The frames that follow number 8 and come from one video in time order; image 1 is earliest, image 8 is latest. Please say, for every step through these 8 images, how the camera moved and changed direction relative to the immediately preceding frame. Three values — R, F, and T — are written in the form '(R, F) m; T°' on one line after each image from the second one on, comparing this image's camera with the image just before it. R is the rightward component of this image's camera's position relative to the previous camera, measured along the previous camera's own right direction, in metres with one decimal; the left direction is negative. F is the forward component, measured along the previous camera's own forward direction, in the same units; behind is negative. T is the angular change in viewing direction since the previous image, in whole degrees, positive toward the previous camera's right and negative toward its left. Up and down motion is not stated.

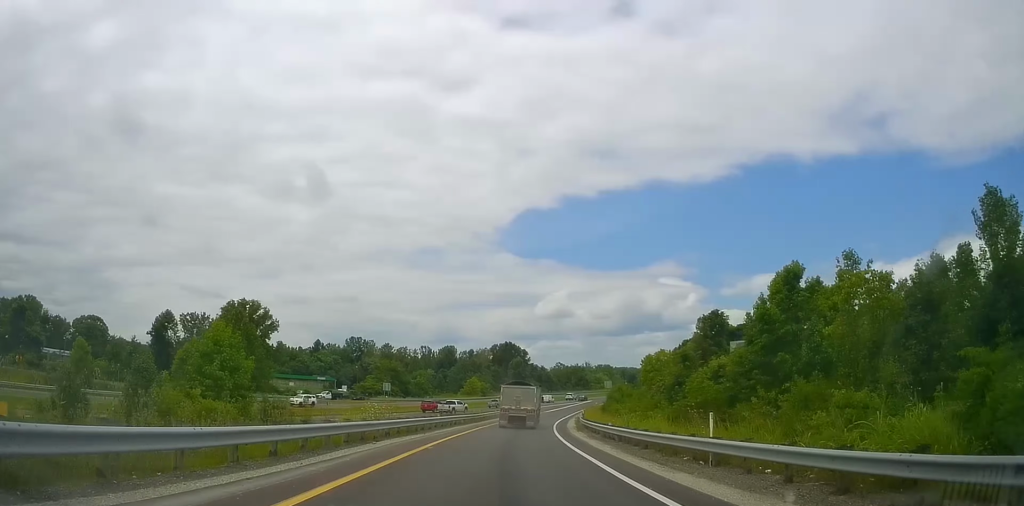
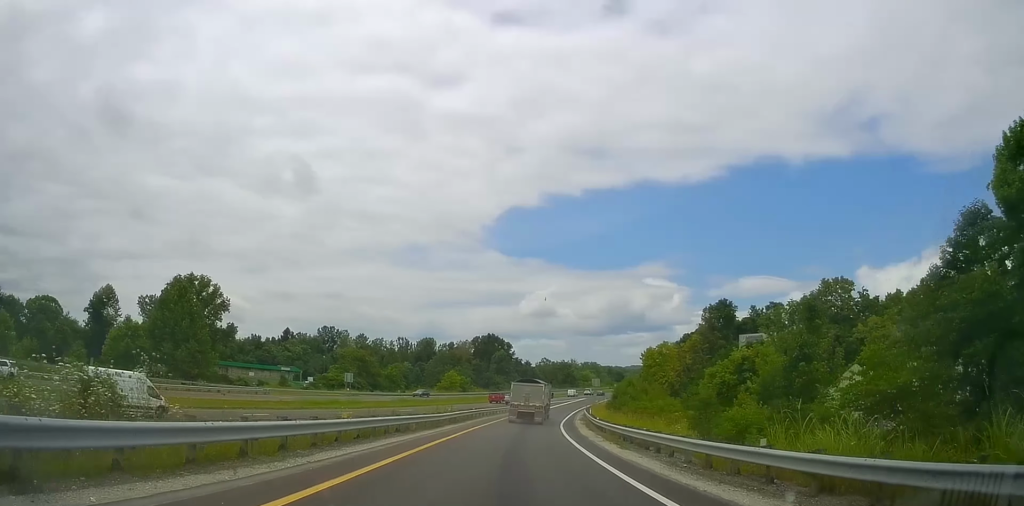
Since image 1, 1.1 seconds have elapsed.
(+0.6, +19.4) m; +2°
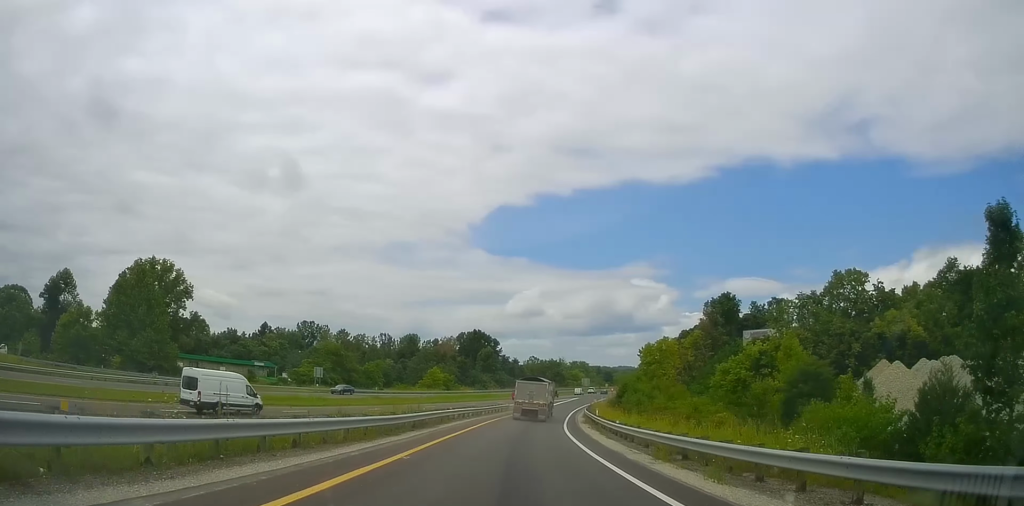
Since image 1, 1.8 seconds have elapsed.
(0.0, +11.2) m; 0°
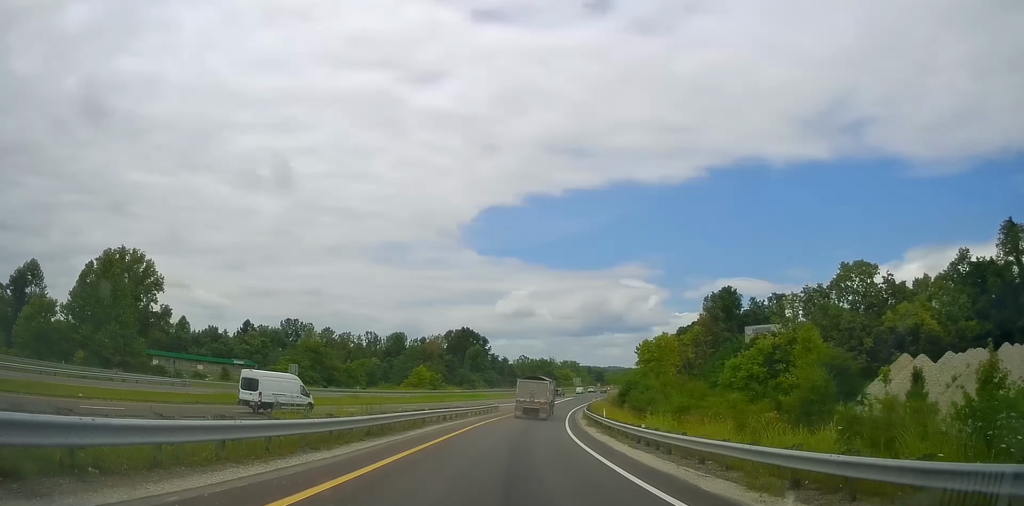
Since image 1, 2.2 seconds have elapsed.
(0.0, +7.9) m; +1°
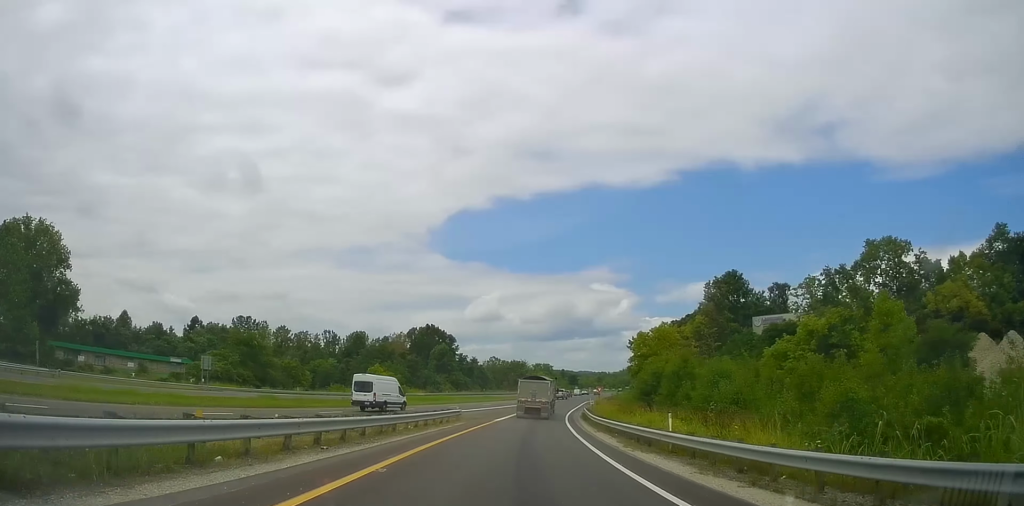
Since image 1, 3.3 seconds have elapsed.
(+0.5, +20.9) m; +4°
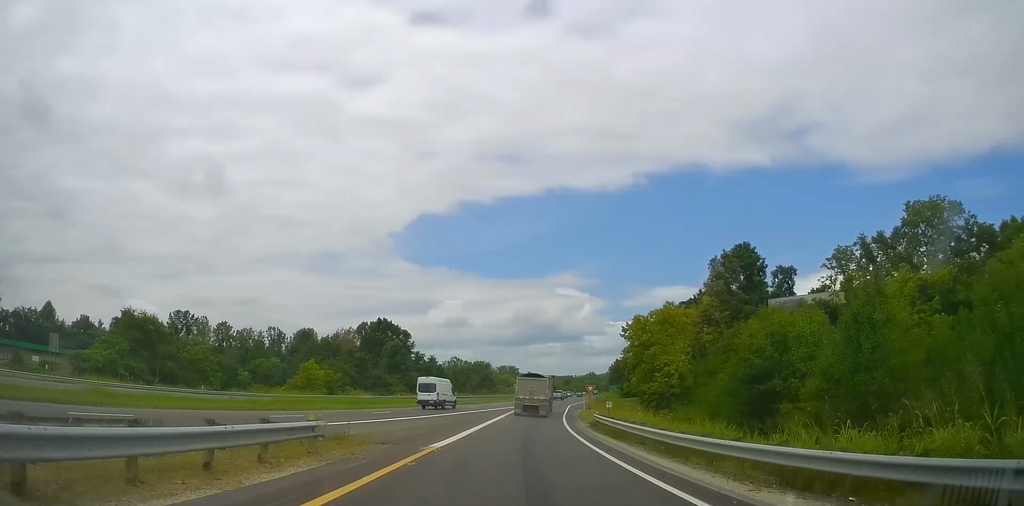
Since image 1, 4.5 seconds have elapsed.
(+0.9, +23.5) m; +2°
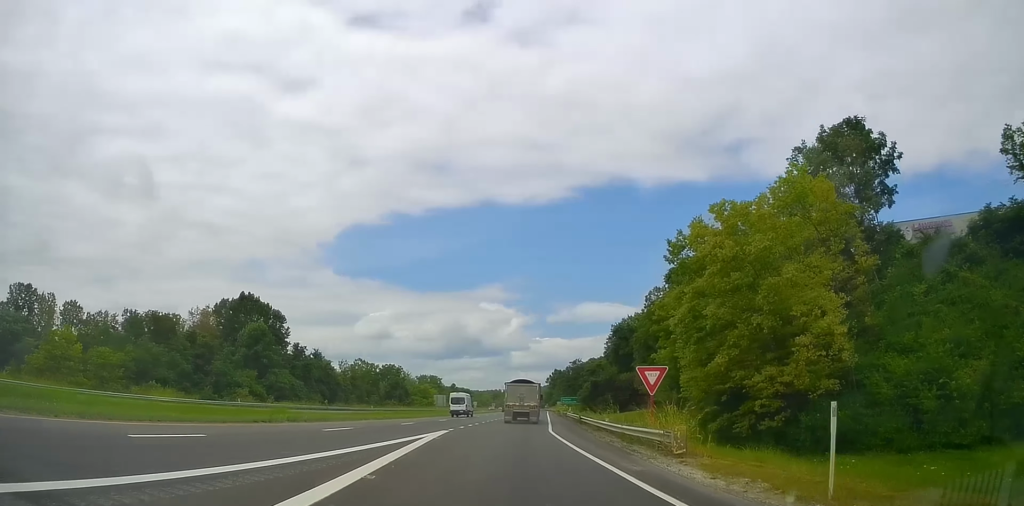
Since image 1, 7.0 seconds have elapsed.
(+2.3, +52.8) m; +6°
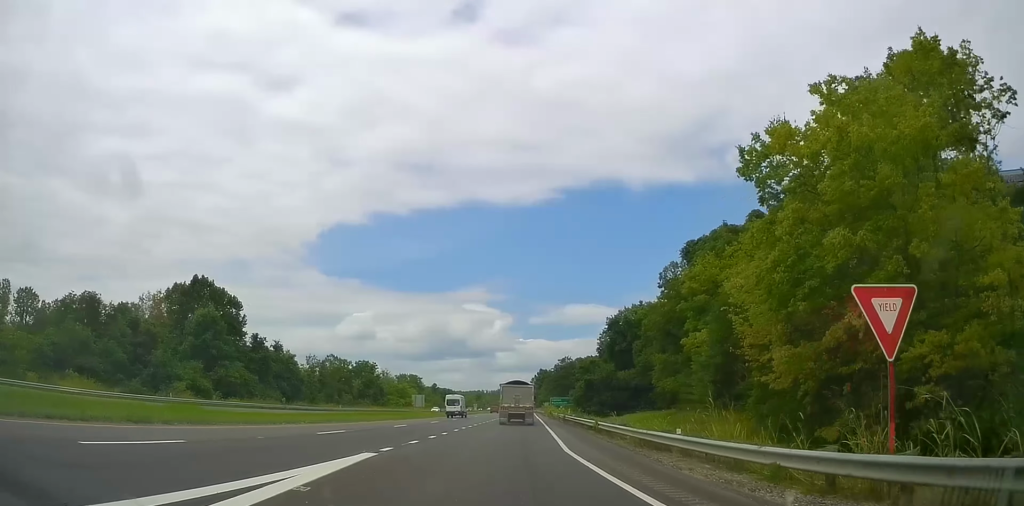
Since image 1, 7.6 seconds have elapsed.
(+0.1, +14.1) m; +1°
